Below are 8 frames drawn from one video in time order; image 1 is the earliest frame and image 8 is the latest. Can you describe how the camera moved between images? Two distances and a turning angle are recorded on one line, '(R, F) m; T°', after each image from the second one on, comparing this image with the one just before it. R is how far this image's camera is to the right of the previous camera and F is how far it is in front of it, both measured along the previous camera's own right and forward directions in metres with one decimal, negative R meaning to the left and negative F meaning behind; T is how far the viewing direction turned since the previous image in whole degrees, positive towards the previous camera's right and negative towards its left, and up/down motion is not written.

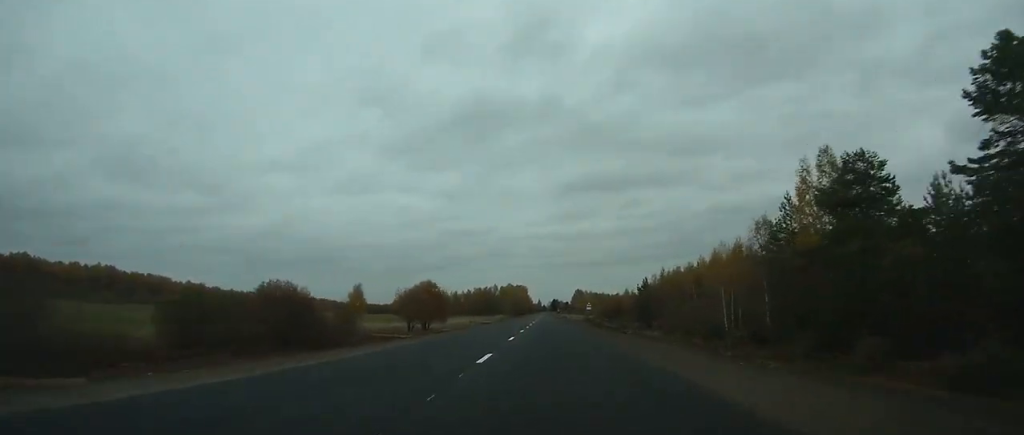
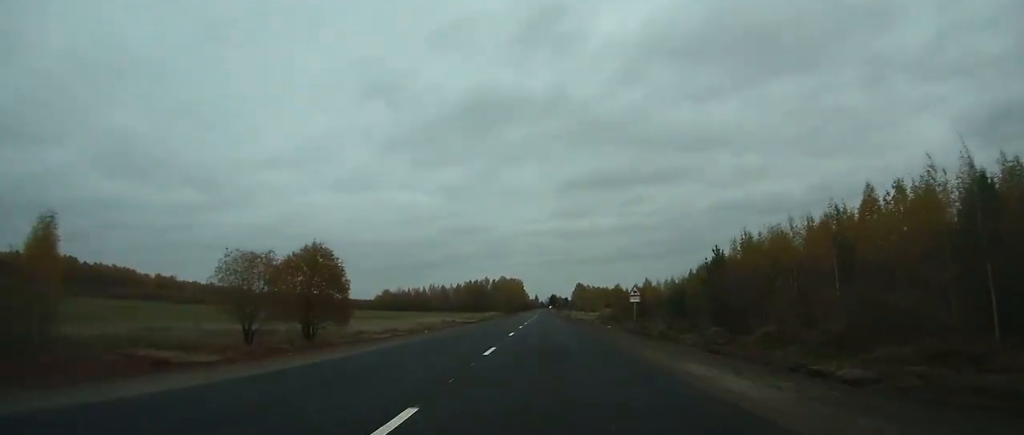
(+0.2, +46.0) m; 0°
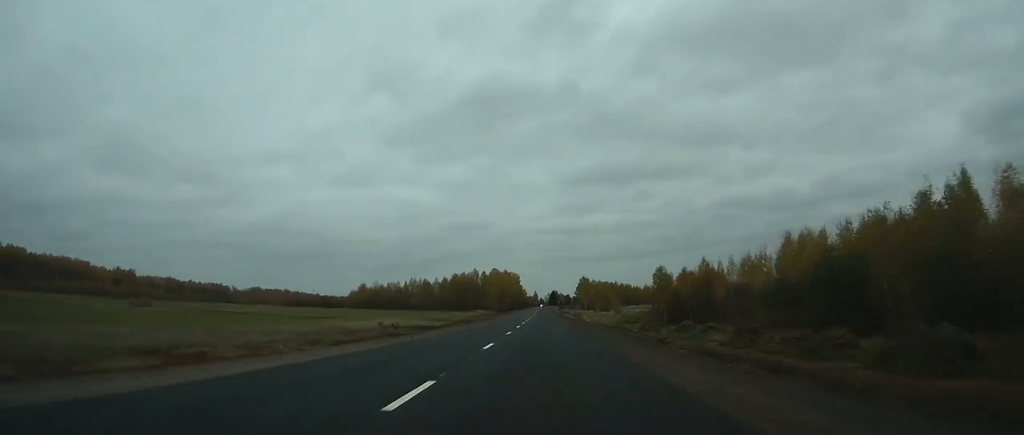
(-0.1, +55.2) m; 0°
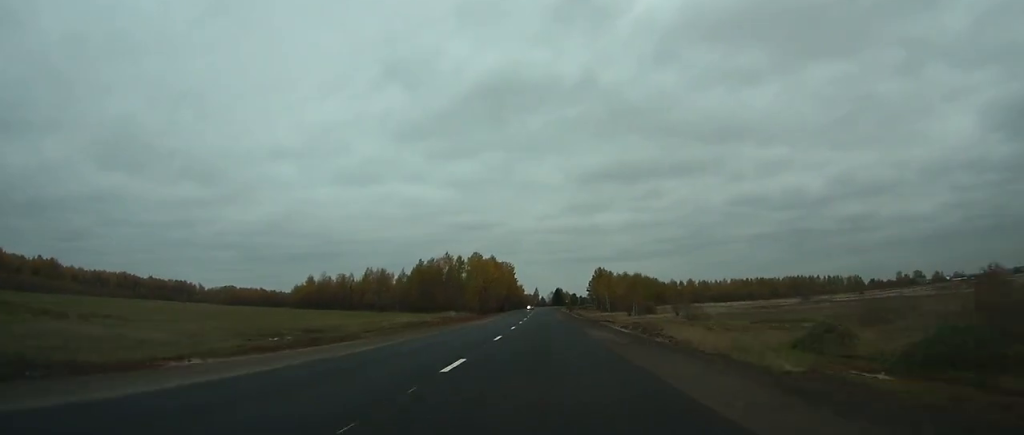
(-0.2, +91.9) m; 0°
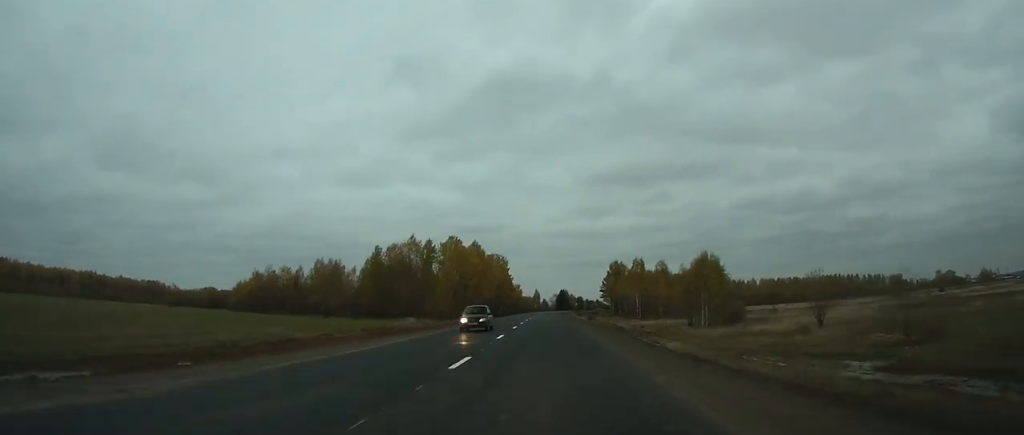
(0.0, +62.2) m; 0°
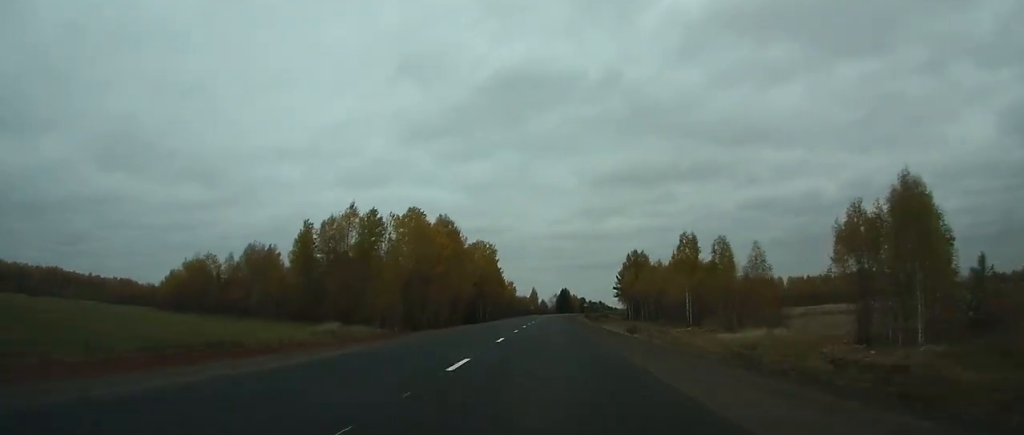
(0.0, +49.2) m; 0°
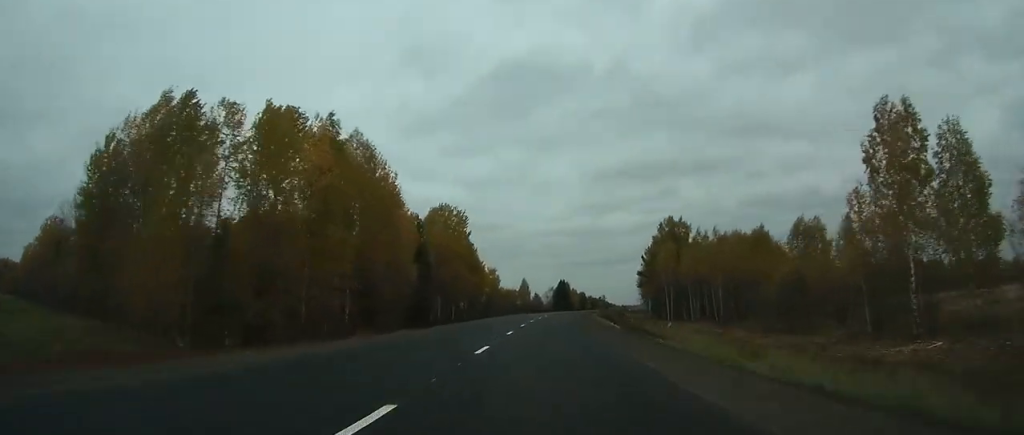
(+0.2, +54.3) m; +1°
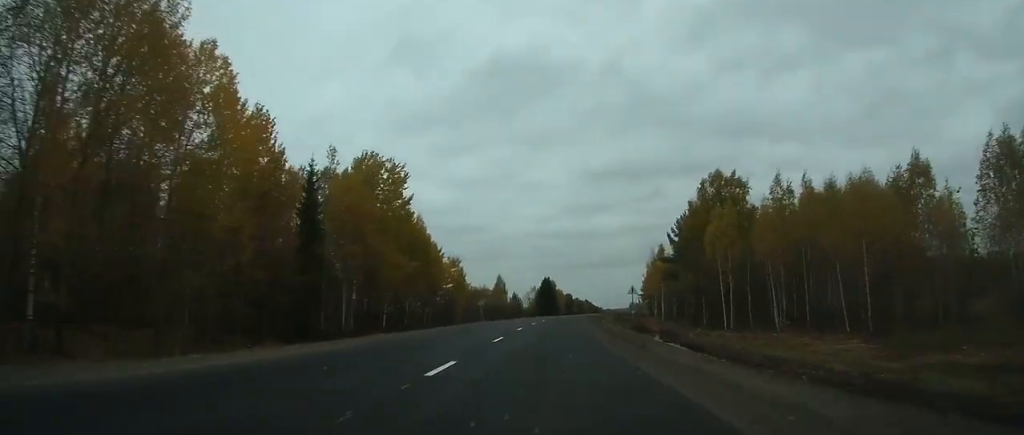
(+0.6, +39.6) m; +1°
